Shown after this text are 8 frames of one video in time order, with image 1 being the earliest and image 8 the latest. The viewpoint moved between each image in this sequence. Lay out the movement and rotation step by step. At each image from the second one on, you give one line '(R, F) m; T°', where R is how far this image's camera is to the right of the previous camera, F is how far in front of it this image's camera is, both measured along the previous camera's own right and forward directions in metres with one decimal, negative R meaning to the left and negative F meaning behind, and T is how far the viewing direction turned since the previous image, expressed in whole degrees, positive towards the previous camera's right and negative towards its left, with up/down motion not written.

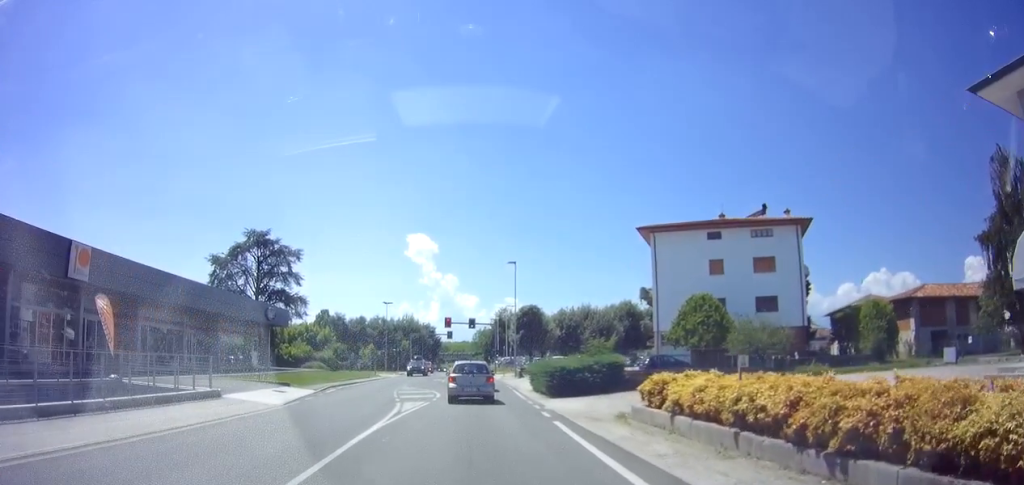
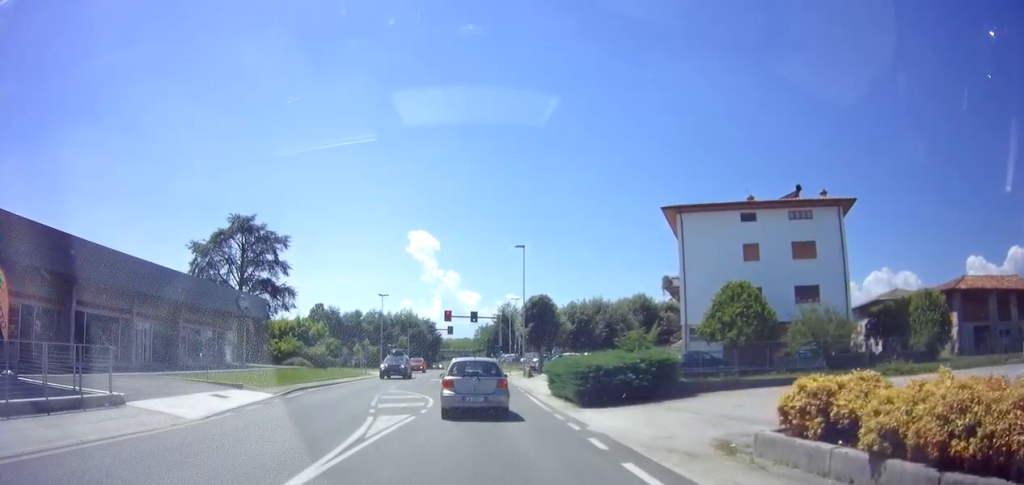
(0.0, +5.7) m; -3°
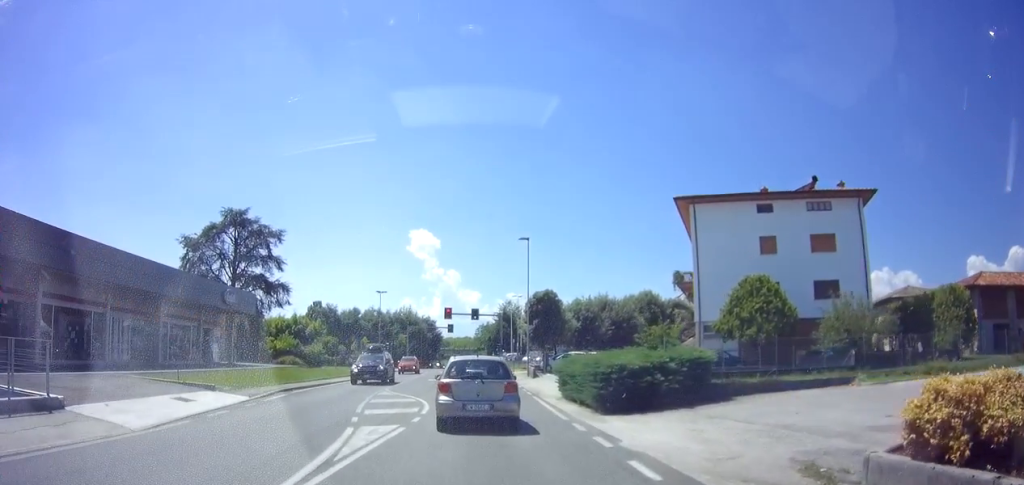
(-0.1, +2.6) m; -2°
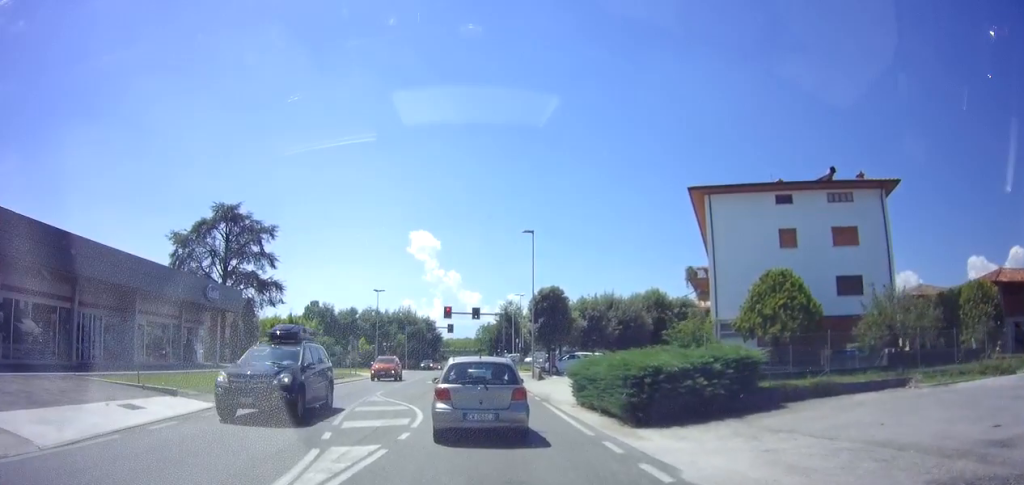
(0.0, +3.0) m; 0°
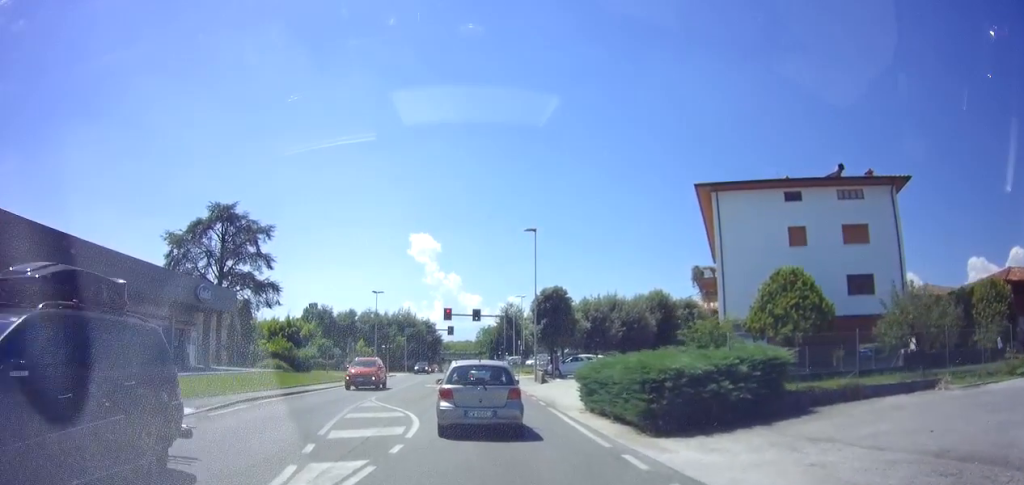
(0.0, +1.5) m; +4°
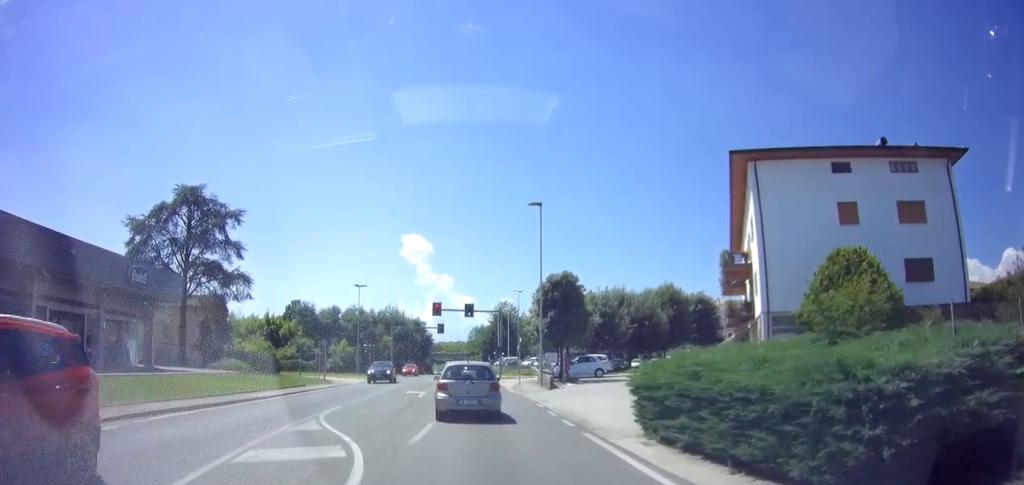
(+0.4, +6.5) m; +1°
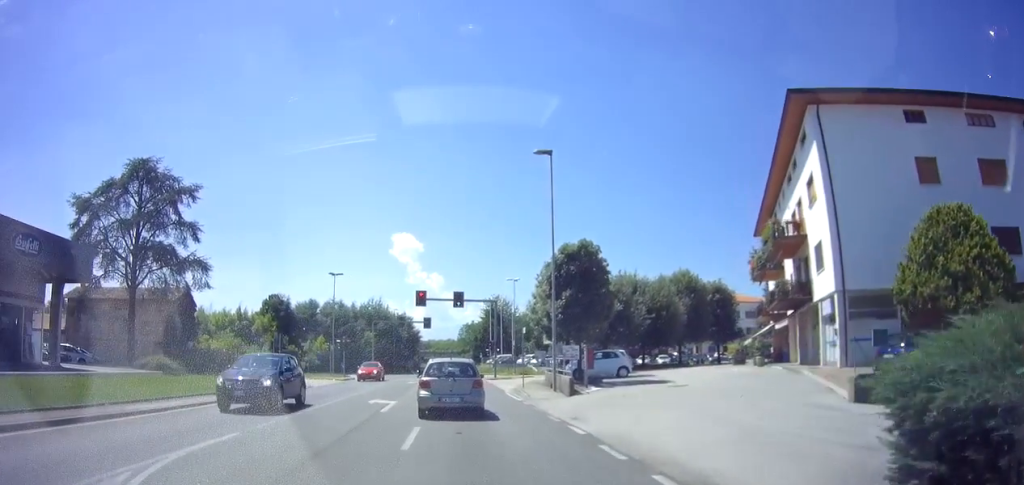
(-0.1, +7.0) m; -1°
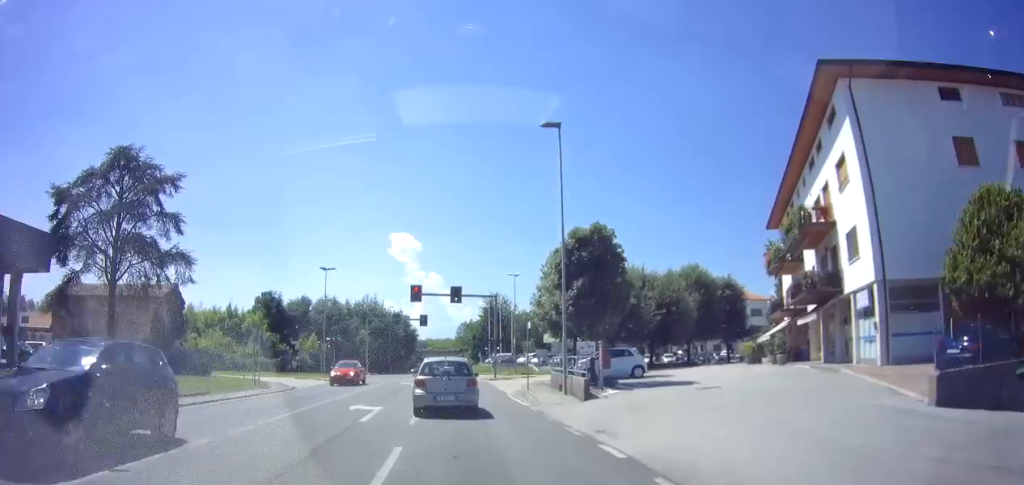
(+0.2, +2.7) m; 0°
